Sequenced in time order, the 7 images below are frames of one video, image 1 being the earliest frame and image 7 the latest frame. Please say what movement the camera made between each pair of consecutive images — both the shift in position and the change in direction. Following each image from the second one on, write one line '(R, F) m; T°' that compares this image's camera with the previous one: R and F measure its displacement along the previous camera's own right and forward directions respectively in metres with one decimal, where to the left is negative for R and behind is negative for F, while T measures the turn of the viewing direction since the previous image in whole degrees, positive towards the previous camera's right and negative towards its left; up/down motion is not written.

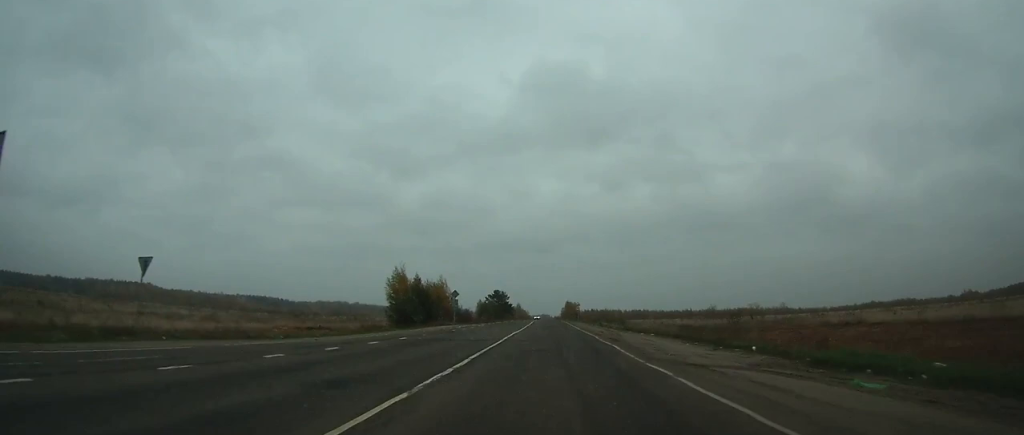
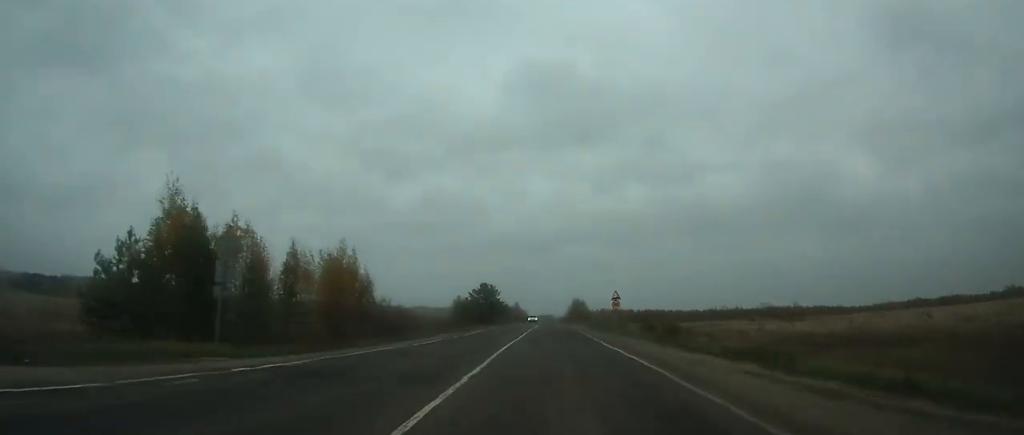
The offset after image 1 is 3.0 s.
(0.0, +48.5) m; 0°
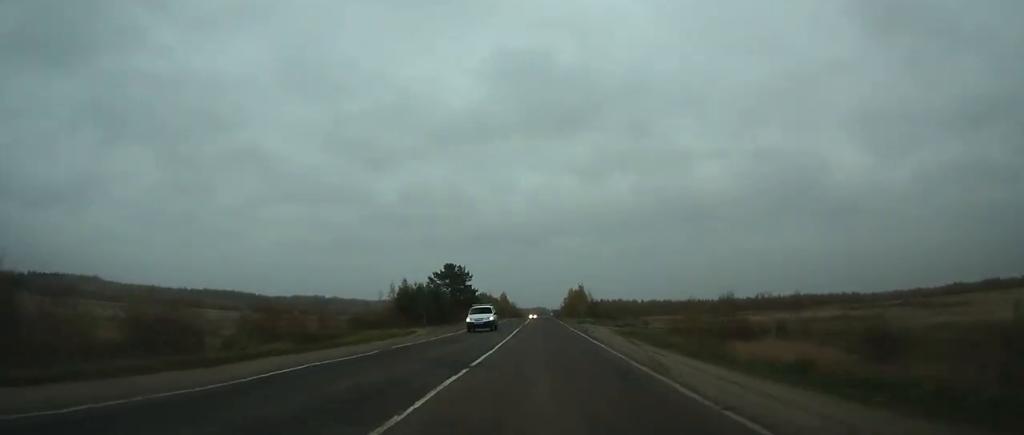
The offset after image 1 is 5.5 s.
(+0.1, +46.4) m; 0°
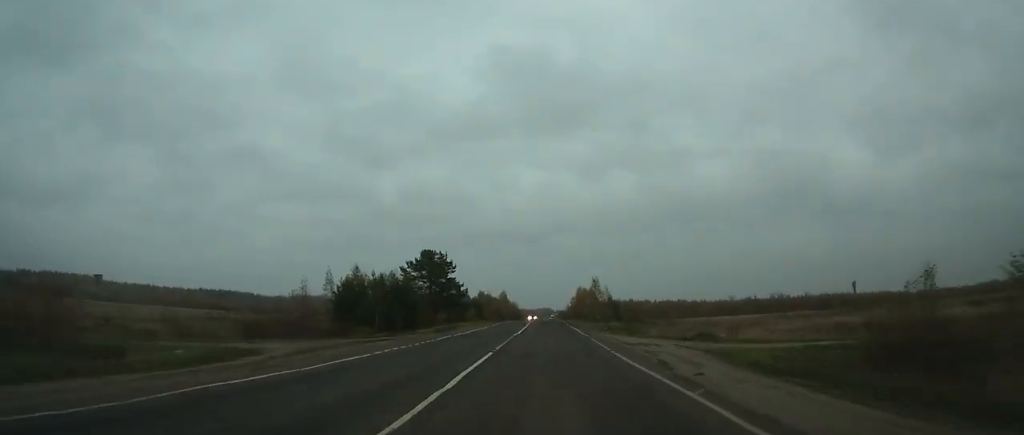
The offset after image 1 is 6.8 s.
(-0.2, +26.6) m; 0°
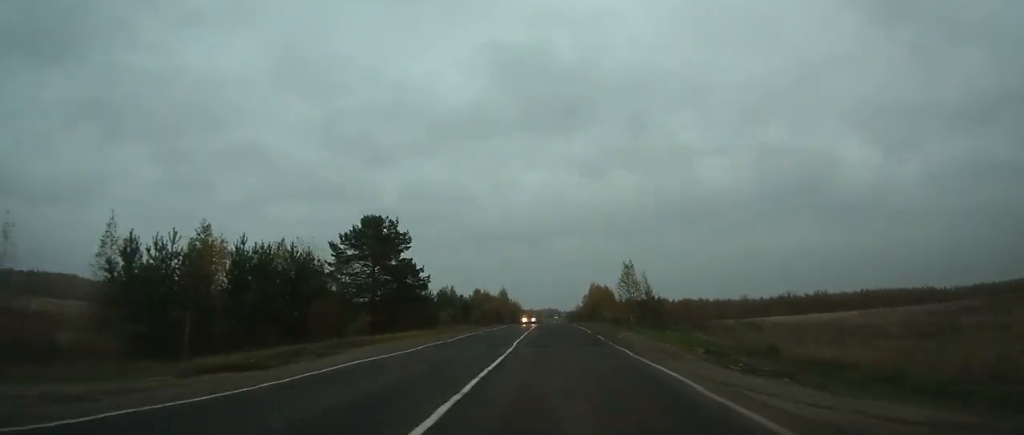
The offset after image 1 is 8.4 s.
(-0.1, +31.8) m; 0°
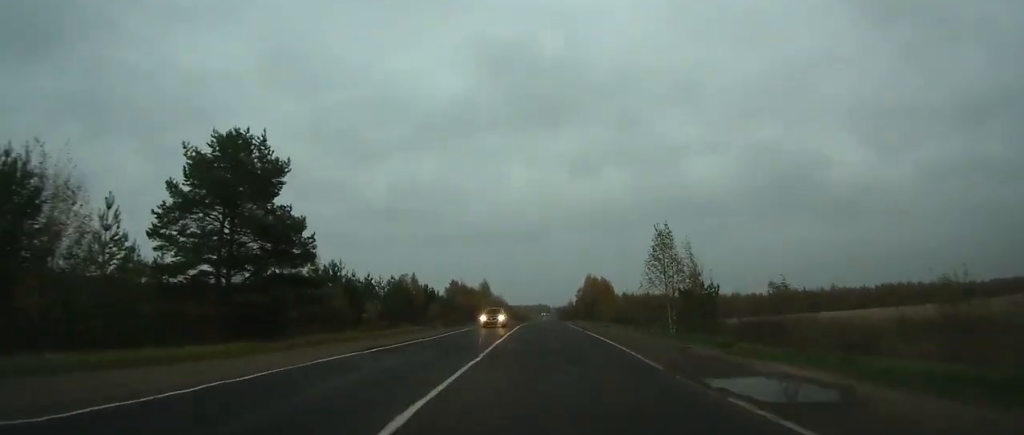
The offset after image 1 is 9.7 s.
(+0.1, +24.9) m; 0°
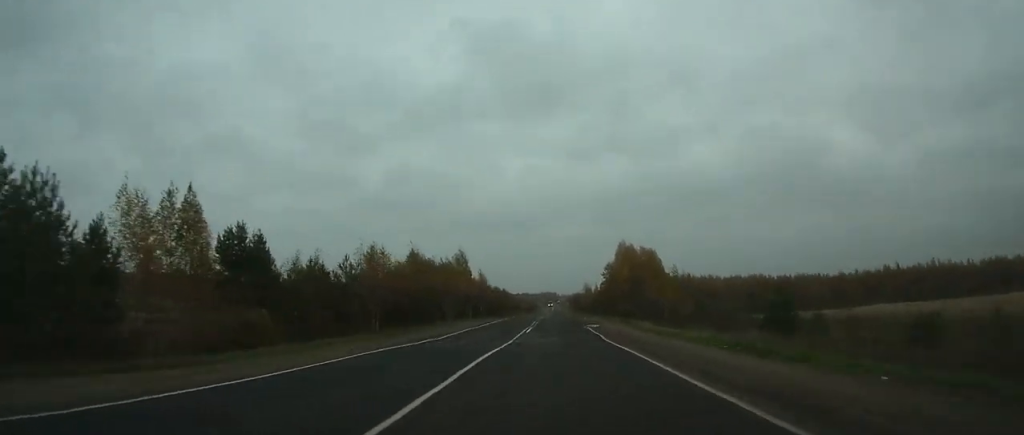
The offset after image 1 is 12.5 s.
(-0.3, +55.3) m; -1°
